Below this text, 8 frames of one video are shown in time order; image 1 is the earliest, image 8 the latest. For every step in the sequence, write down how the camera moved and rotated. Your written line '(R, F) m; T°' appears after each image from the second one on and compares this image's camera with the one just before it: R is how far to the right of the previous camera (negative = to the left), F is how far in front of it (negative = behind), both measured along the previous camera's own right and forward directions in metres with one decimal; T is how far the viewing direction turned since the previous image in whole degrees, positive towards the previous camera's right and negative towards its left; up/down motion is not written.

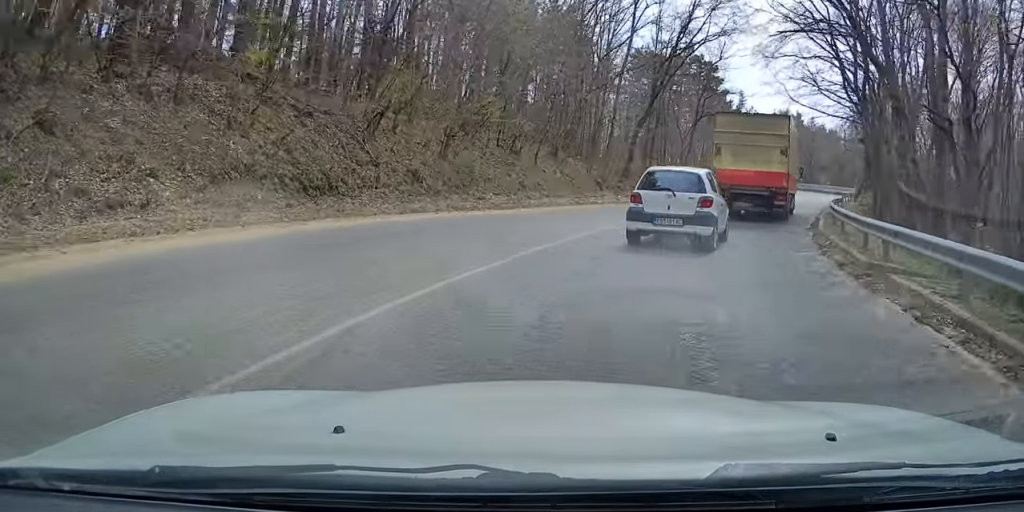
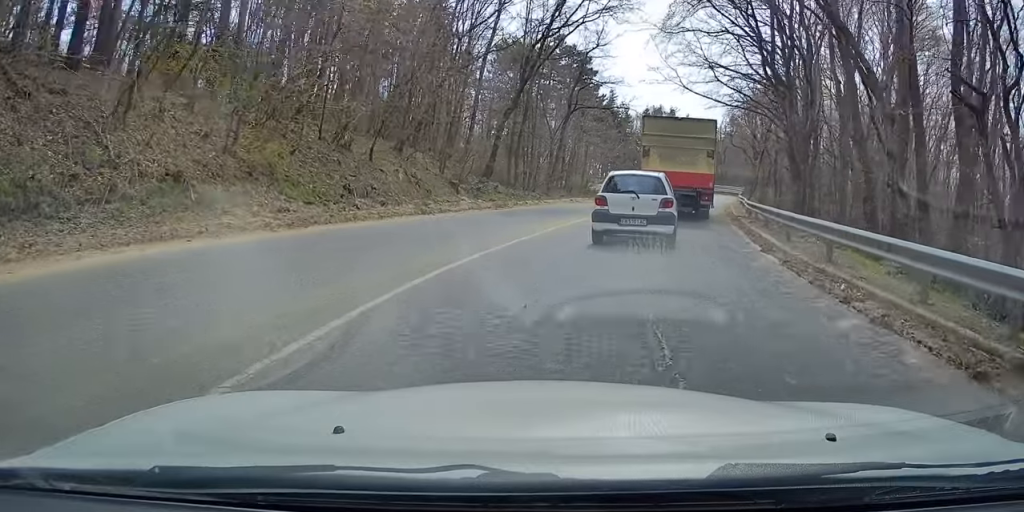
(+0.4, +6.6) m; +13°
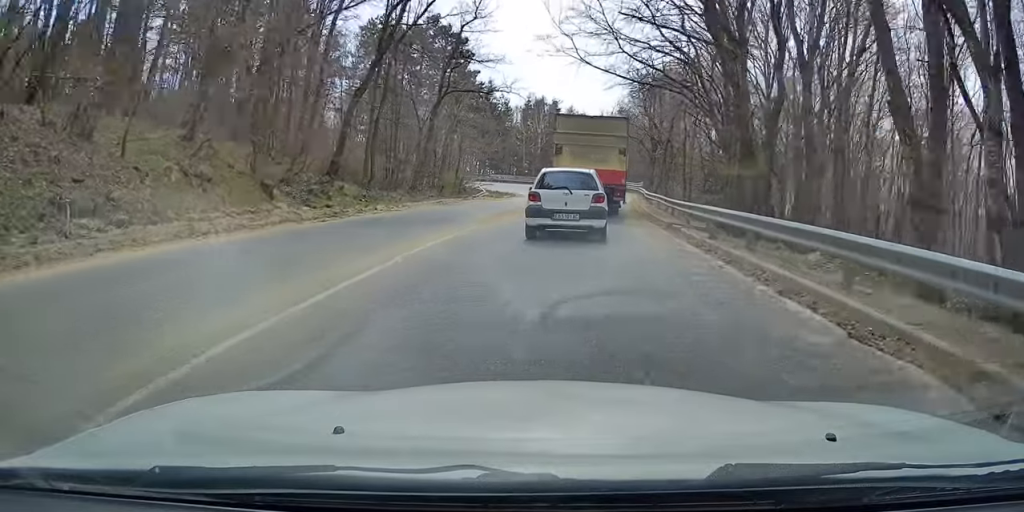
(+1.4, +8.2) m; +13°
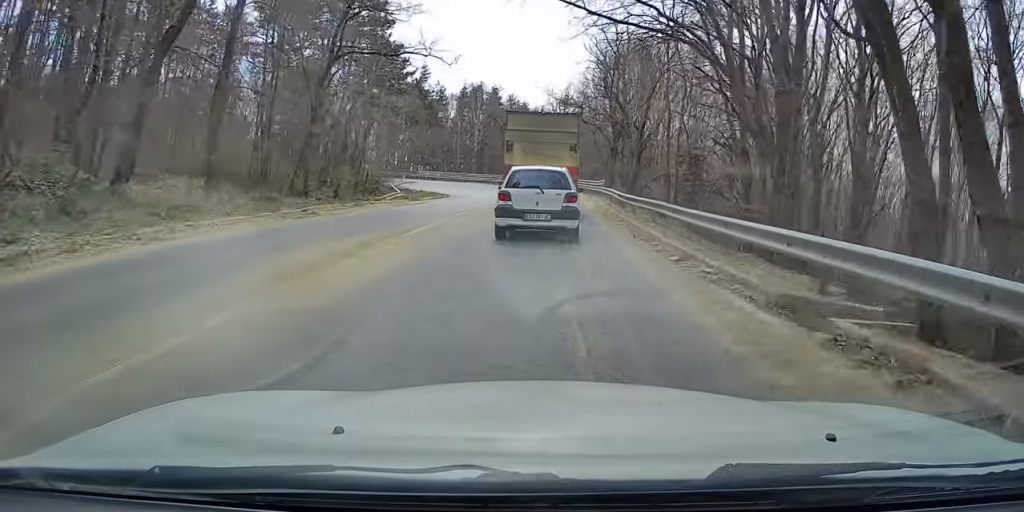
(+1.4, +12.8) m; +12°
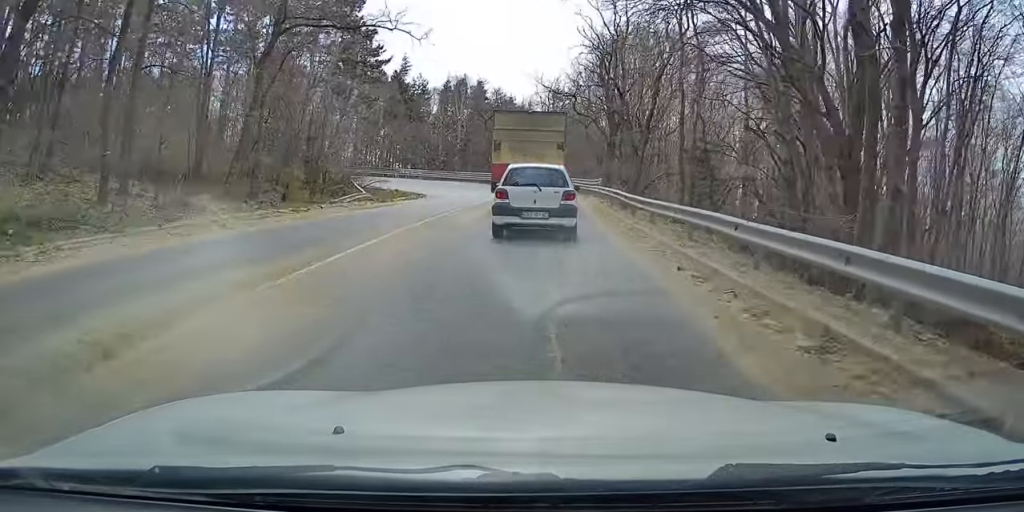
(+0.5, +5.9) m; +3°
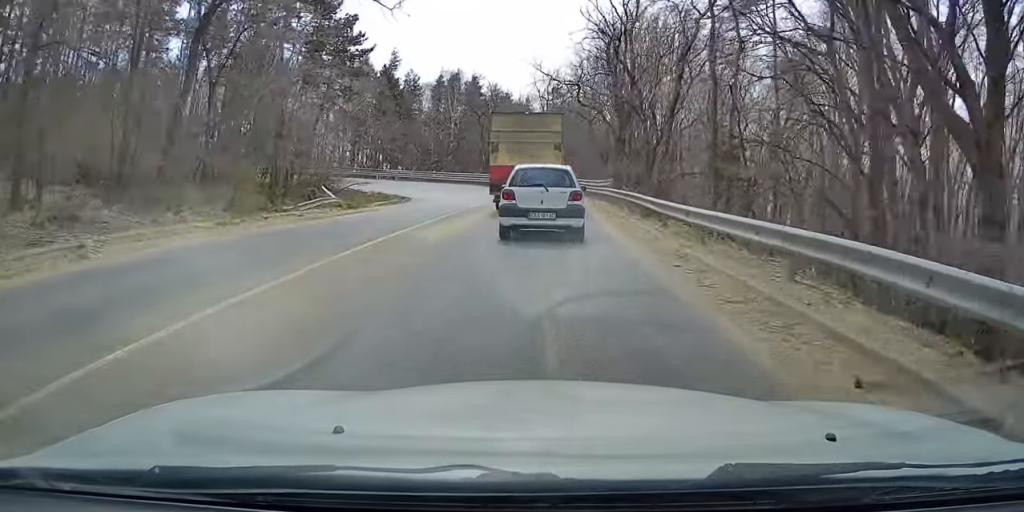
(-0.1, +5.6) m; -2°
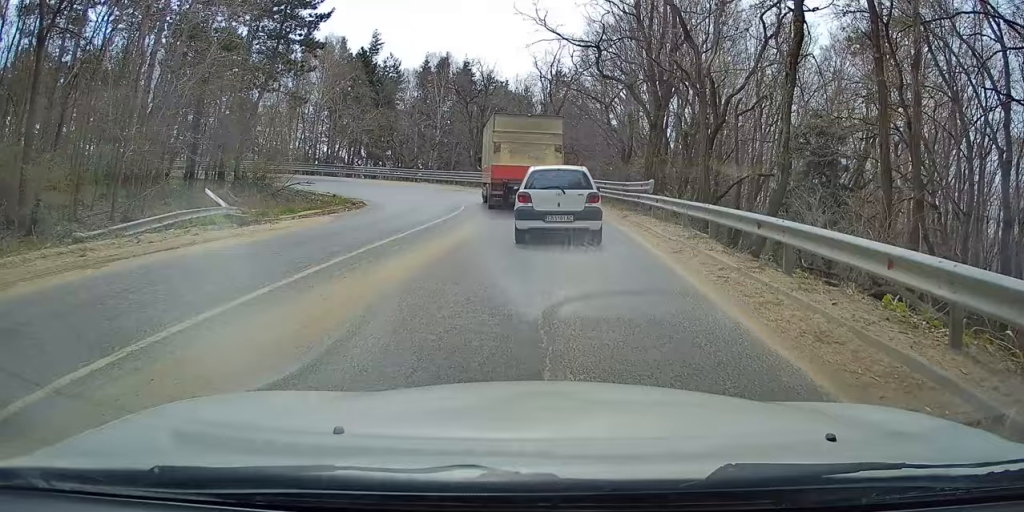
(-0.6, +12.0) m; -4°
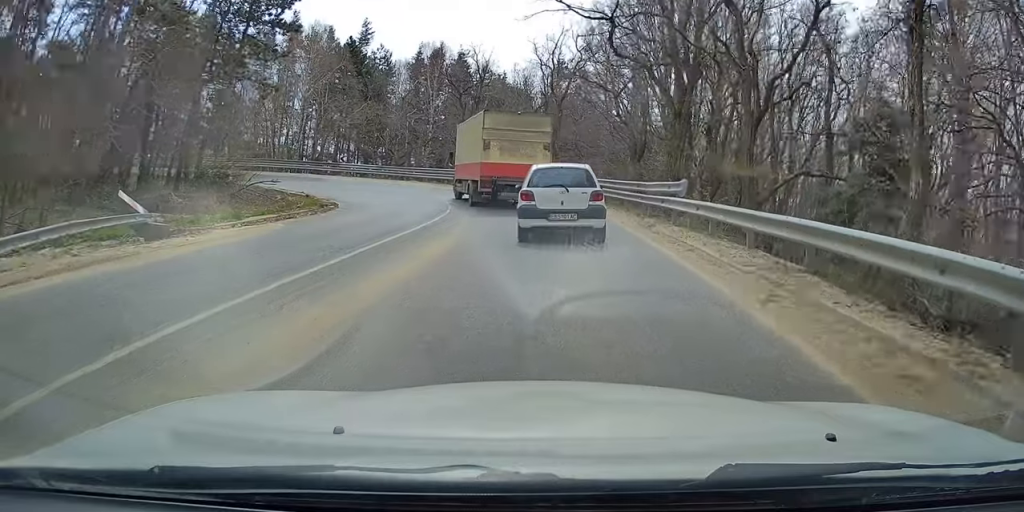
(0.0, +5.0) m; +1°
